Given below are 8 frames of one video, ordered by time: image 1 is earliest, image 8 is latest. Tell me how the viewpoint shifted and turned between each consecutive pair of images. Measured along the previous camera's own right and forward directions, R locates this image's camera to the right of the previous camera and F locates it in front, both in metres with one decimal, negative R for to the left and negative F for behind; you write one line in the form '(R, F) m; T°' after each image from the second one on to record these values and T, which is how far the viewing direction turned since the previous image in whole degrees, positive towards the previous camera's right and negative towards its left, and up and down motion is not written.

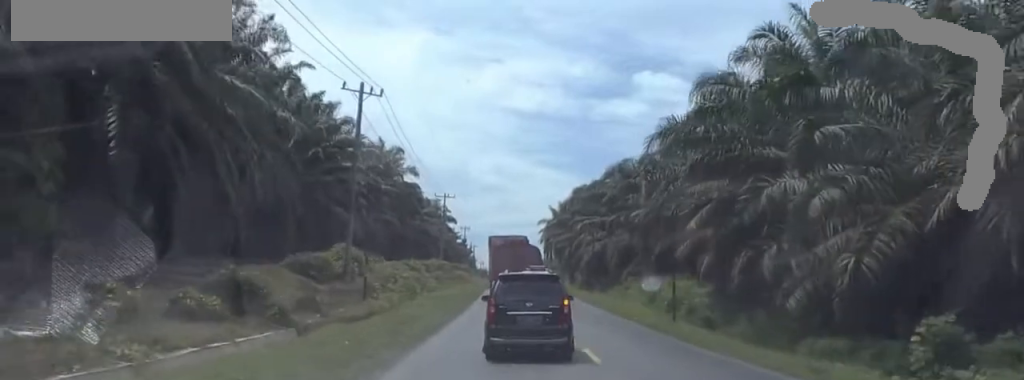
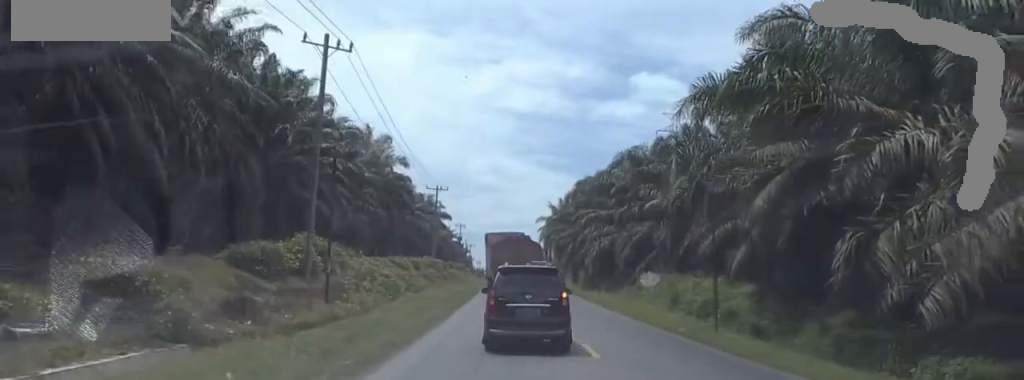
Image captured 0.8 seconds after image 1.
(+0.5, +8.1) m; +1°
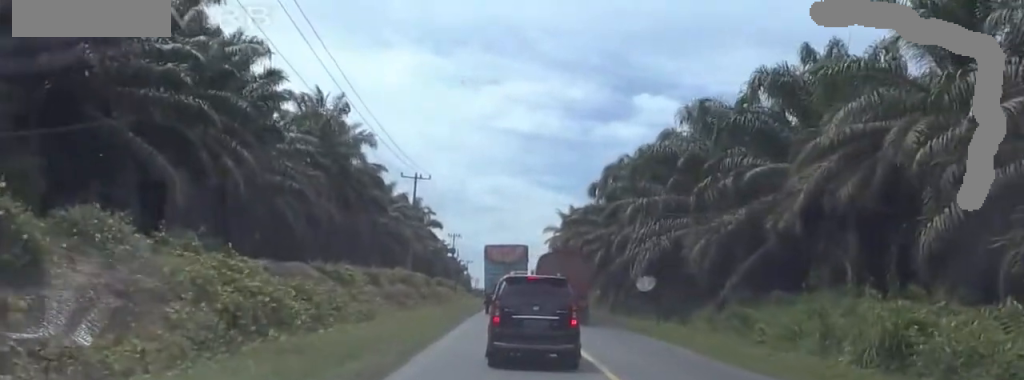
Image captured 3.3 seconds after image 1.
(-0.7, +26.5) m; 0°
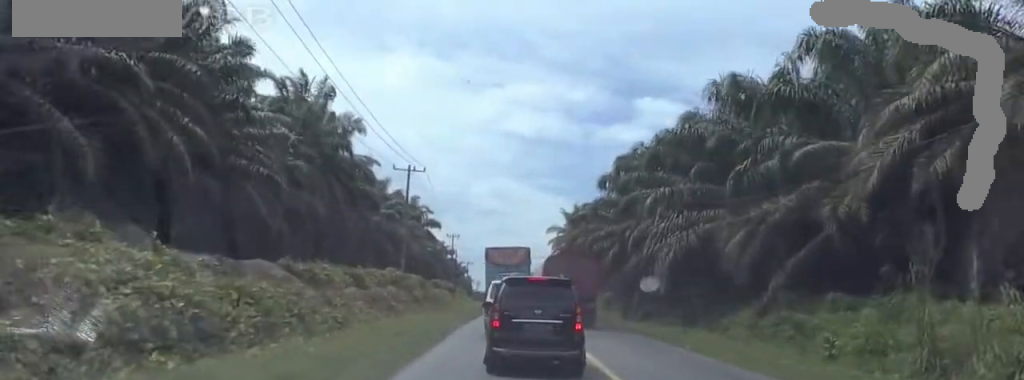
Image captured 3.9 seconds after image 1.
(0.0, +6.2) m; -2°
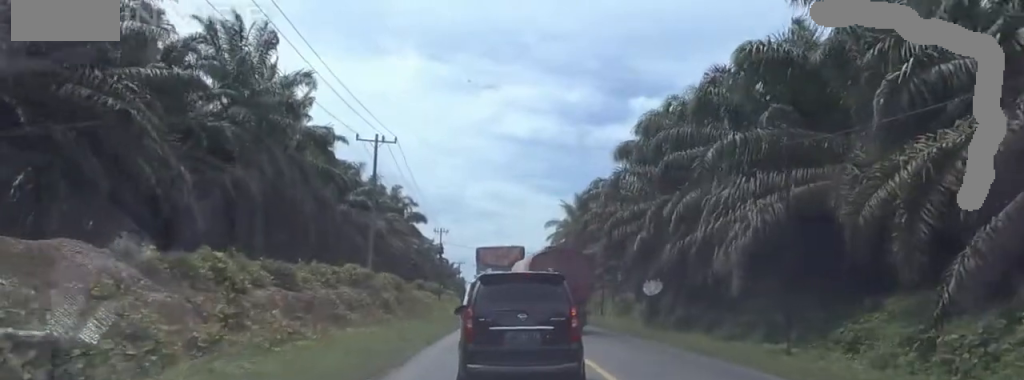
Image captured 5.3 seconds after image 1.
(-0.7, +14.3) m; -1°
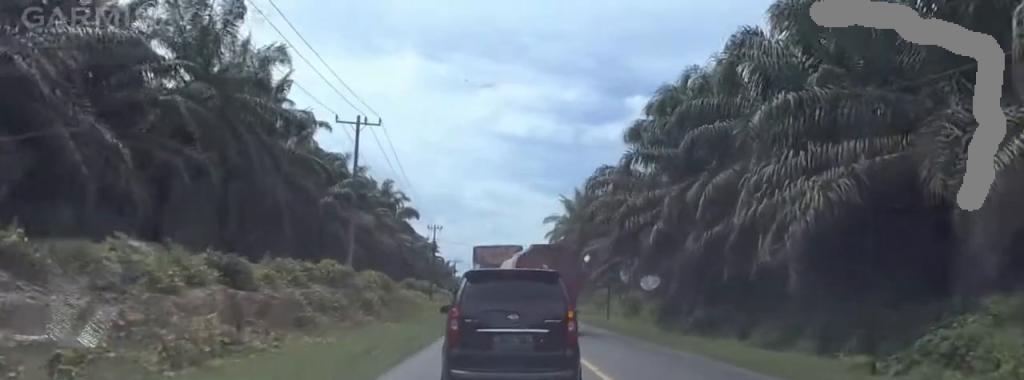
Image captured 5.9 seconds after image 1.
(+0.4, +6.2) m; +2°
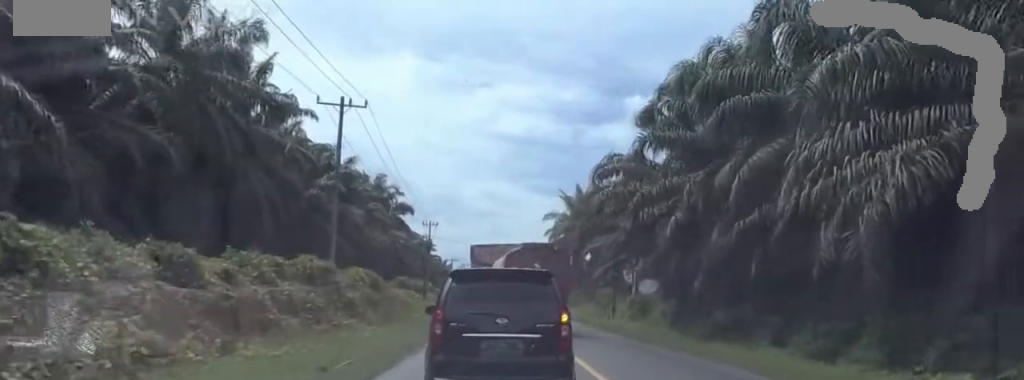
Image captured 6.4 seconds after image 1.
(+0.1, +5.4) m; +1°
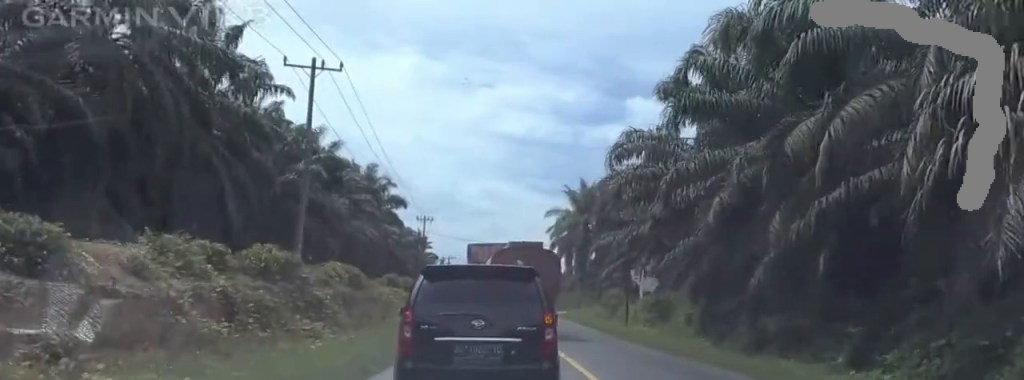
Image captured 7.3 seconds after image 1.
(0.0, +9.0) m; 0°
